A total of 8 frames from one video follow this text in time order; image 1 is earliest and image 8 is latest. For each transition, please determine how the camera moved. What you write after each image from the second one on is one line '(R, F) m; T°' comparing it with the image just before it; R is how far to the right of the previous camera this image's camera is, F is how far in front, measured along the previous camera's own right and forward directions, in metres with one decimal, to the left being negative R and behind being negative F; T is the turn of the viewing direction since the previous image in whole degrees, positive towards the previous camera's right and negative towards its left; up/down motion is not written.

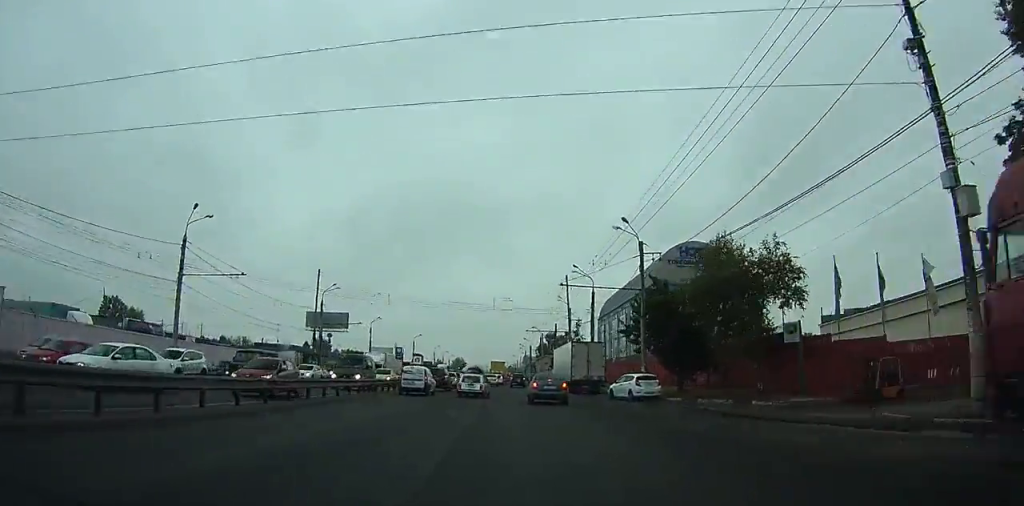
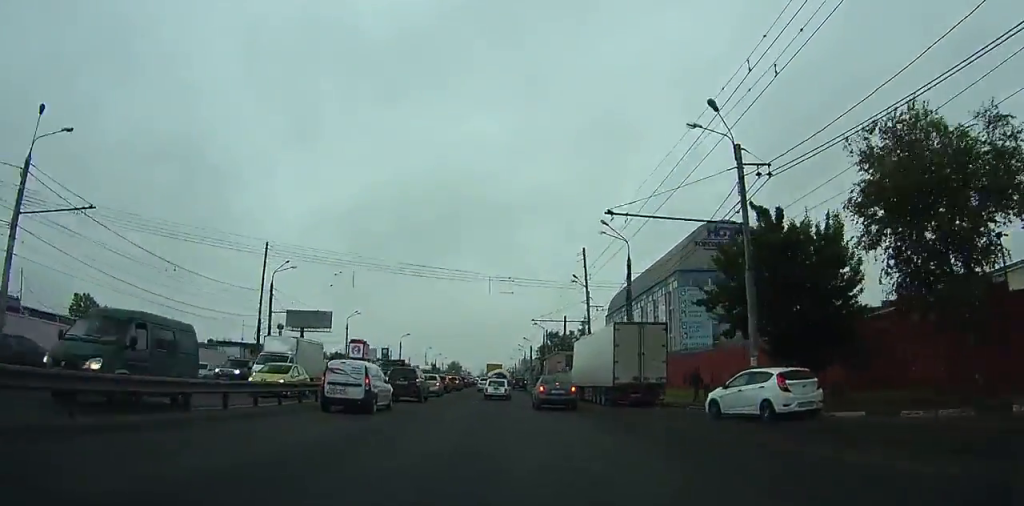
(0.0, +17.2) m; 0°
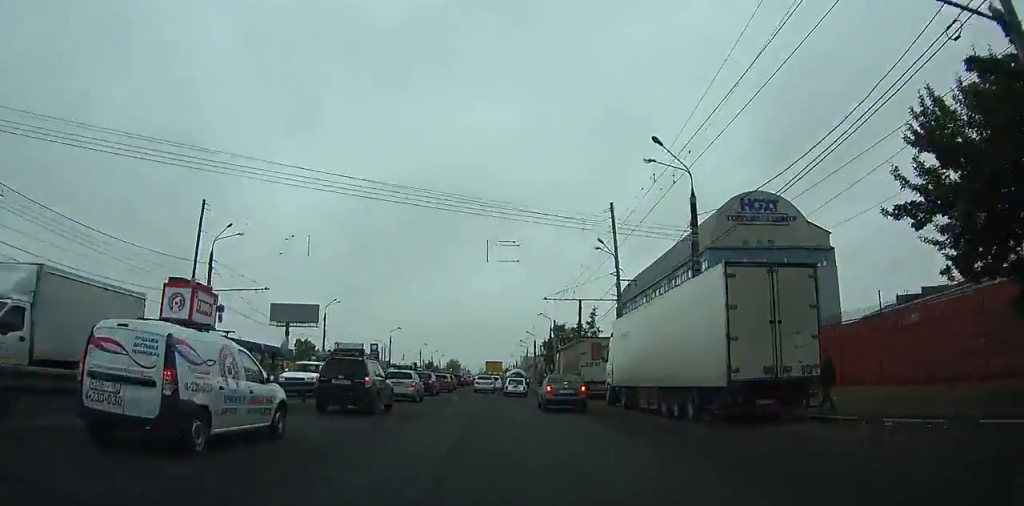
(+0.1, +14.5) m; 0°
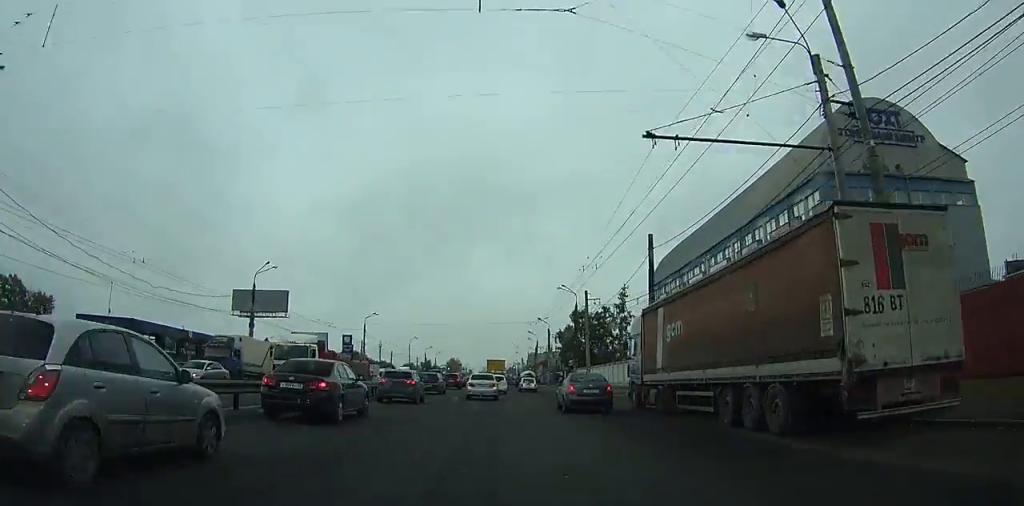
(+0.2, +31.0) m; +1°
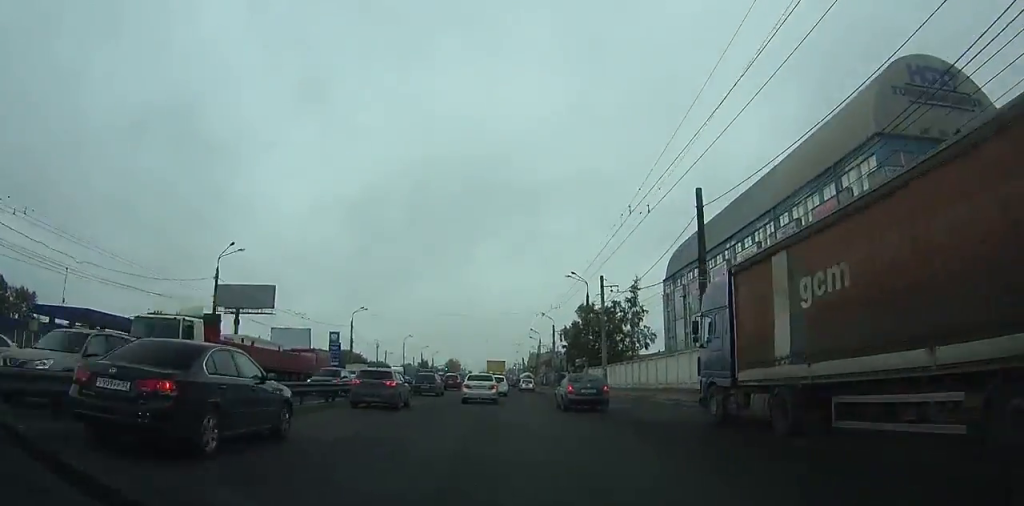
(+0.1, +10.4) m; +1°
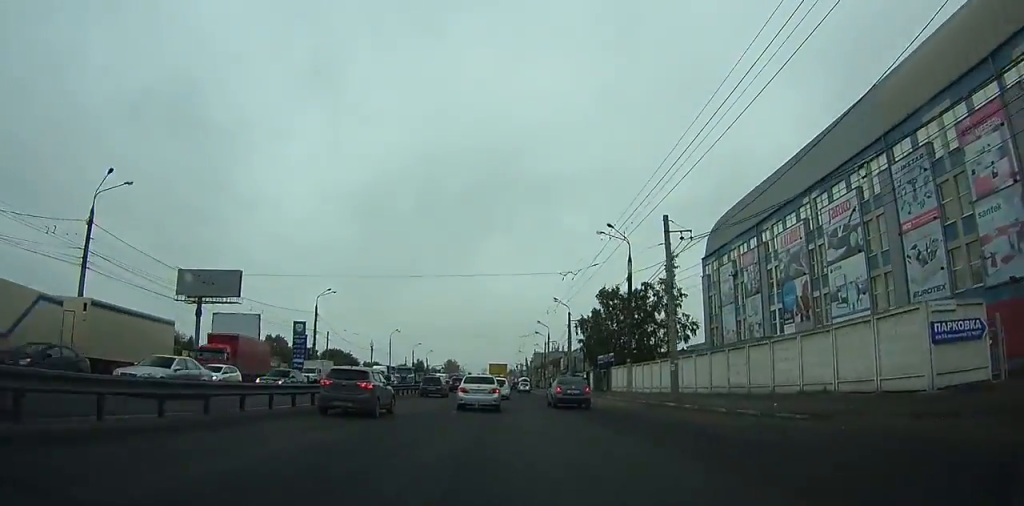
(0.0, +21.8) m; -1°
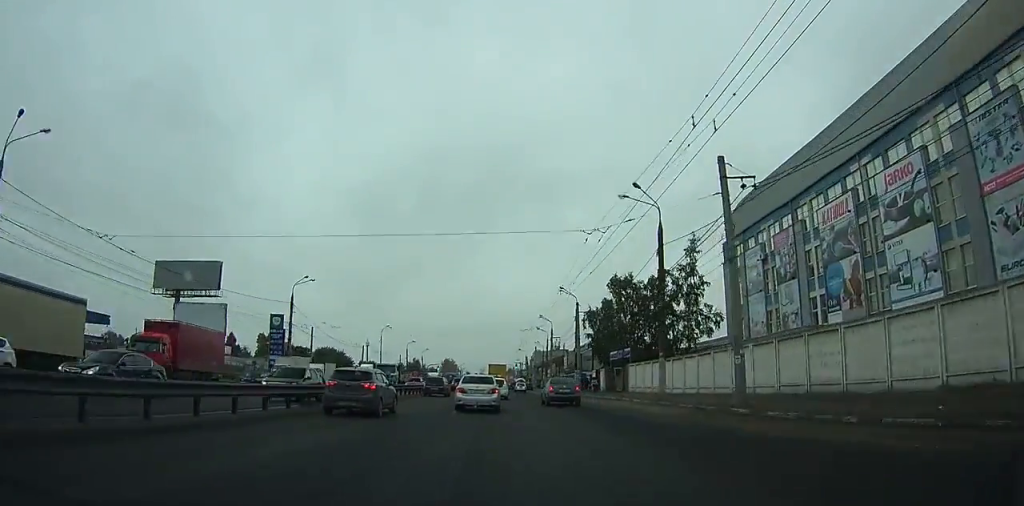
(-0.1, +9.2) m; 0°
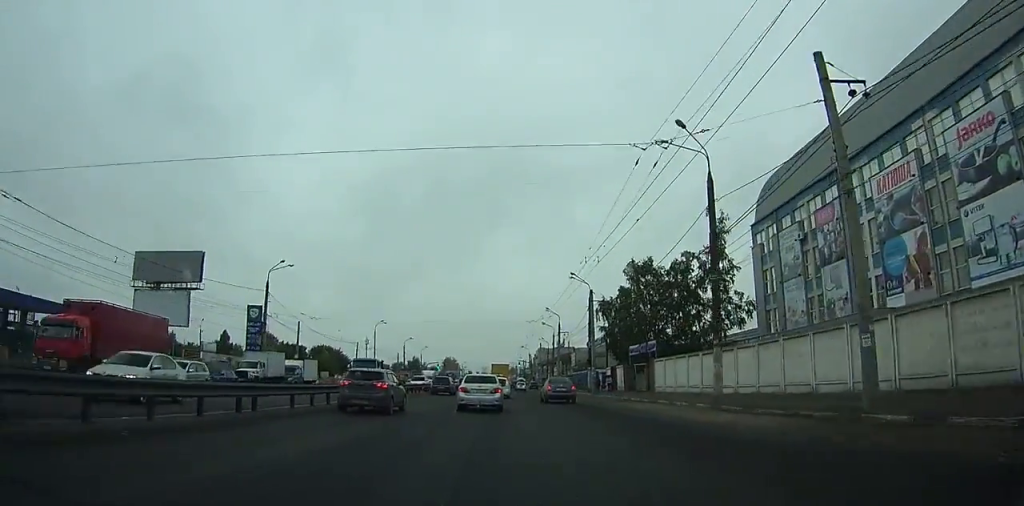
(-0.1, +8.6) m; 0°
